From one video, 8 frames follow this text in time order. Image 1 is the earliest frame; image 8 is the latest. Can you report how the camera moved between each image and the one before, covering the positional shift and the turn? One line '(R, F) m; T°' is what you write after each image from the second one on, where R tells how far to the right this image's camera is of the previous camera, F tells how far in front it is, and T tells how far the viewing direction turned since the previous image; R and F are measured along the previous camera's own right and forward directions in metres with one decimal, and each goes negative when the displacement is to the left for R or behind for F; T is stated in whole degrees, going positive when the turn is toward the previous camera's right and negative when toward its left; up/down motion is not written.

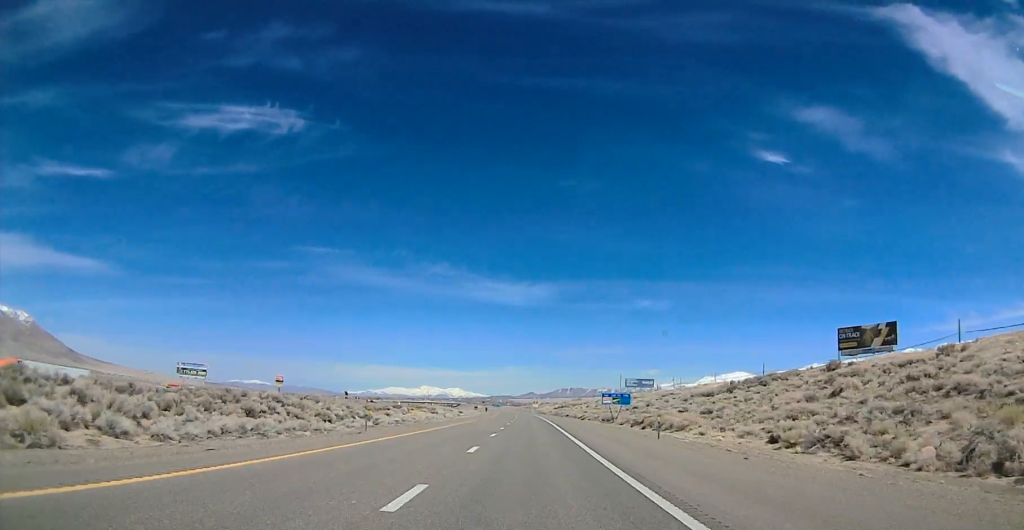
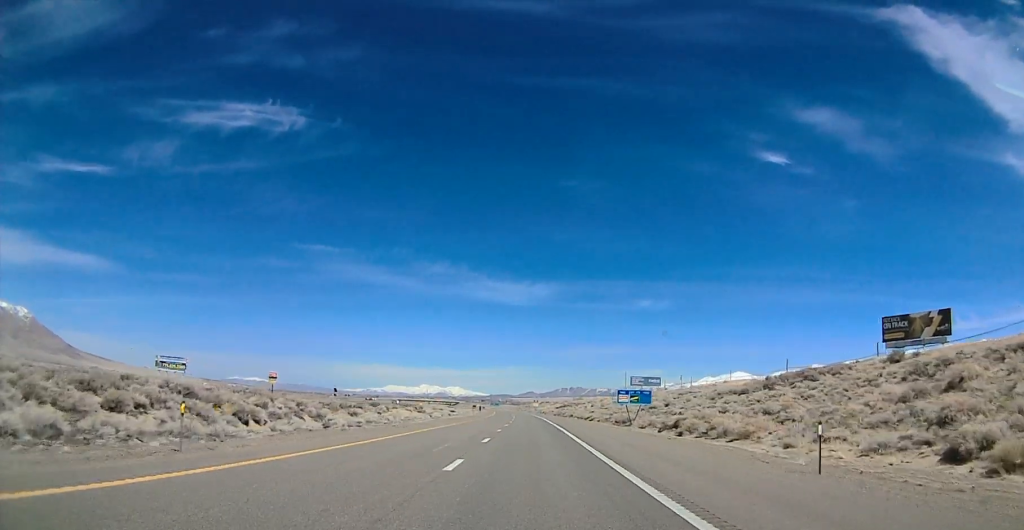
(+0.4, +18.4) m; +2°
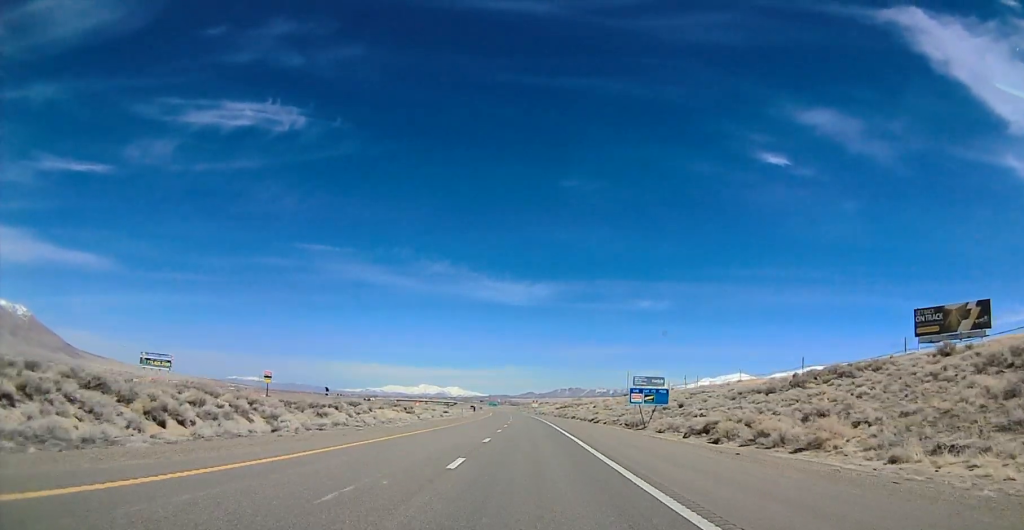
(+0.2, +11.4) m; +2°
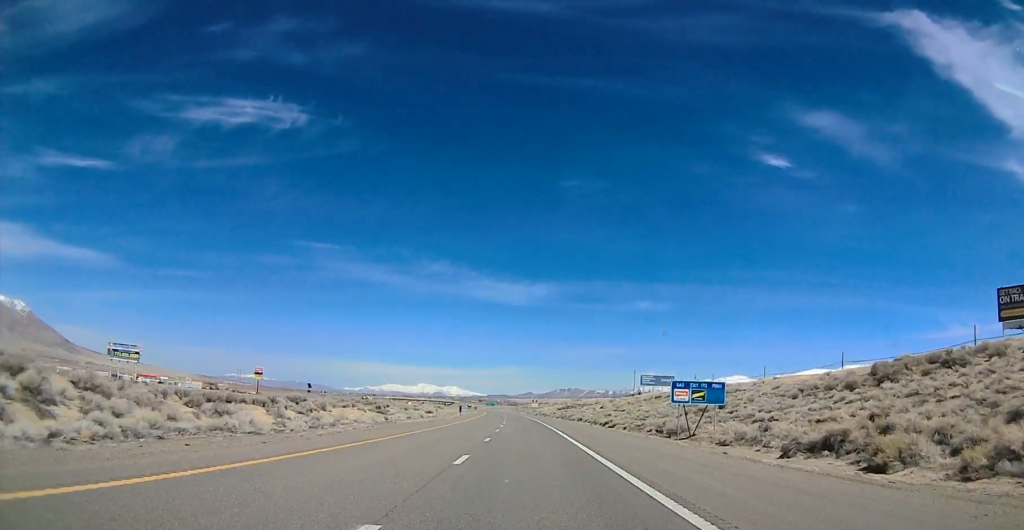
(+0.4, +22.8) m; -2°
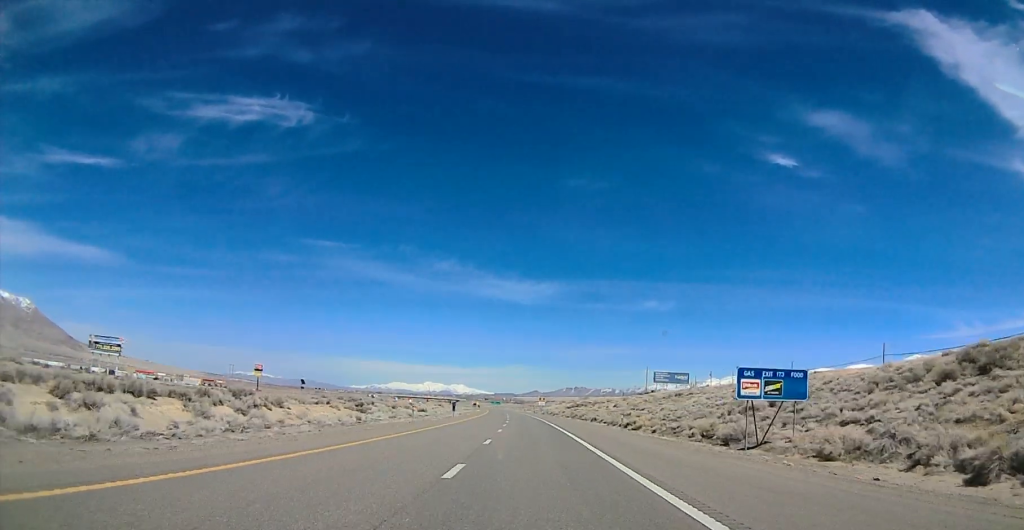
(-0.6, +15.7) m; -1°
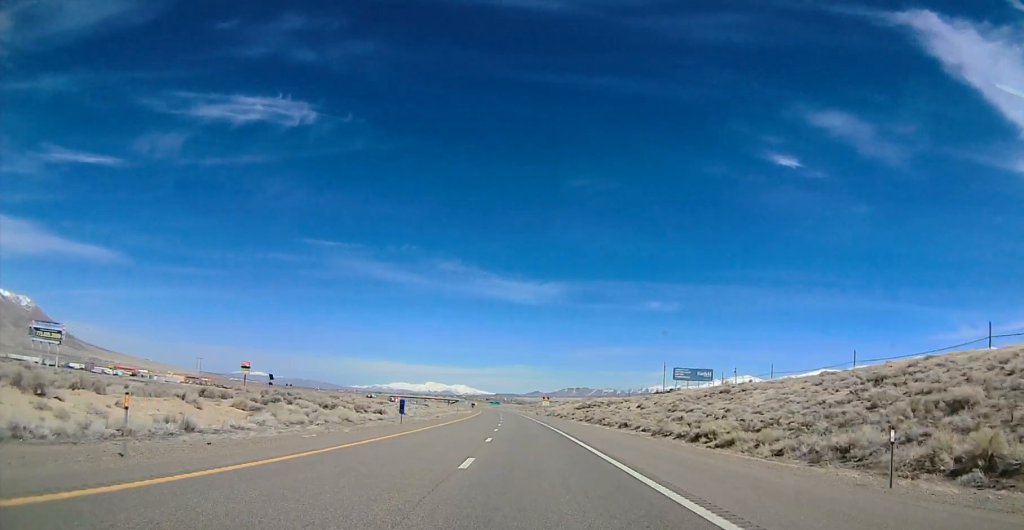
(-0.2, +34.1) m; -1°
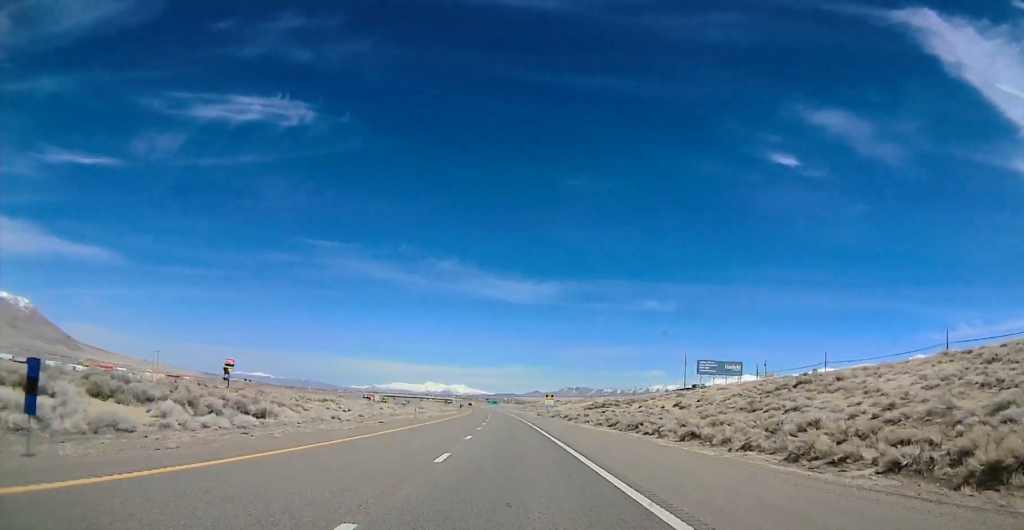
(-0.9, +34.2) m; +1°
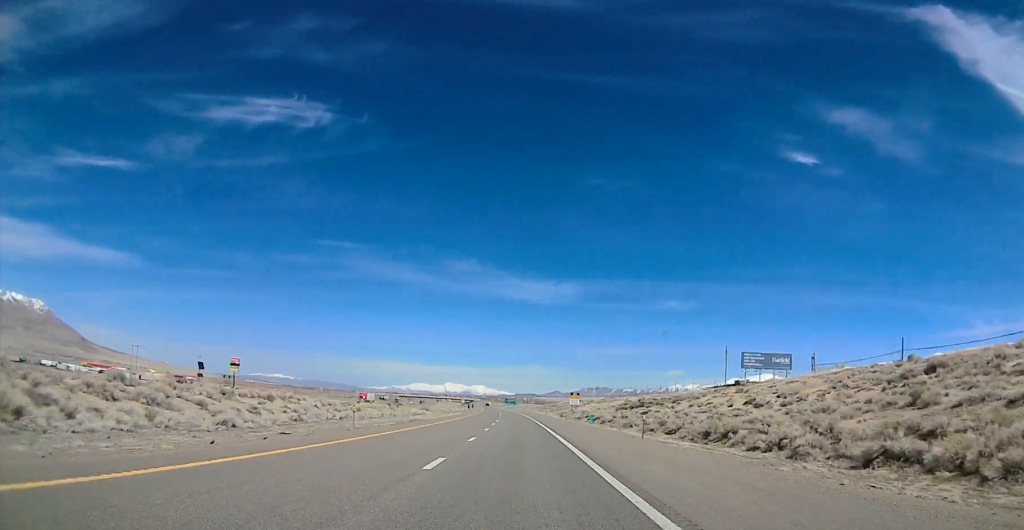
(+1.7, +26.4) m; 0°
